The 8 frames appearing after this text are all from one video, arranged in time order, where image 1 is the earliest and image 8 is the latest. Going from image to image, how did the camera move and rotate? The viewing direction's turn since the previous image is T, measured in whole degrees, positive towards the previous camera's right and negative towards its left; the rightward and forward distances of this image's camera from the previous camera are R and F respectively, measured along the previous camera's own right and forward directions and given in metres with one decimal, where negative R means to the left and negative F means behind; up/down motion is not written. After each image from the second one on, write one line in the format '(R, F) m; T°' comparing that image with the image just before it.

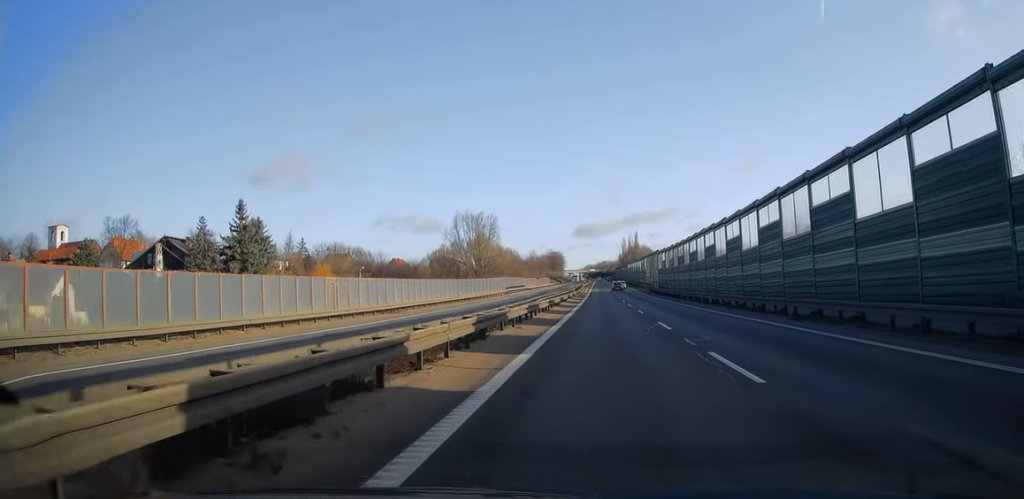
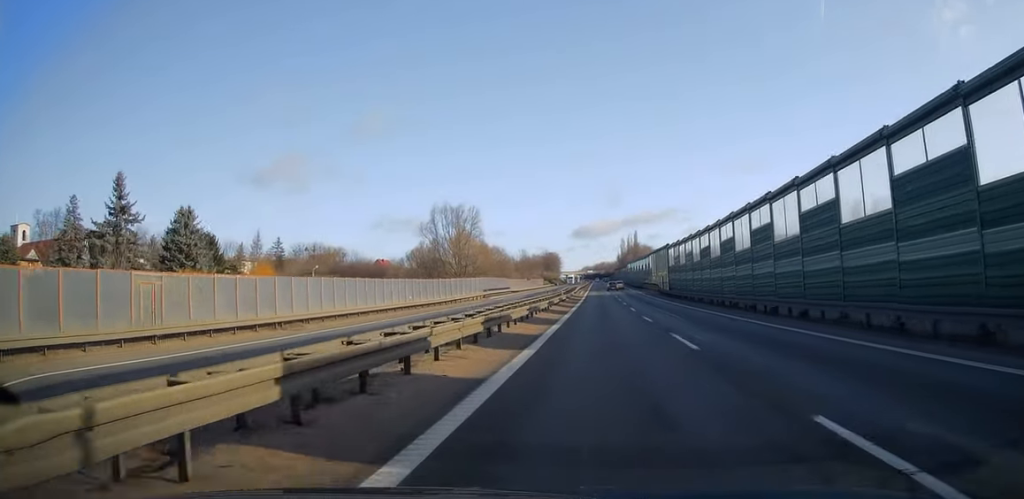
(+0.1, +18.6) m; 0°
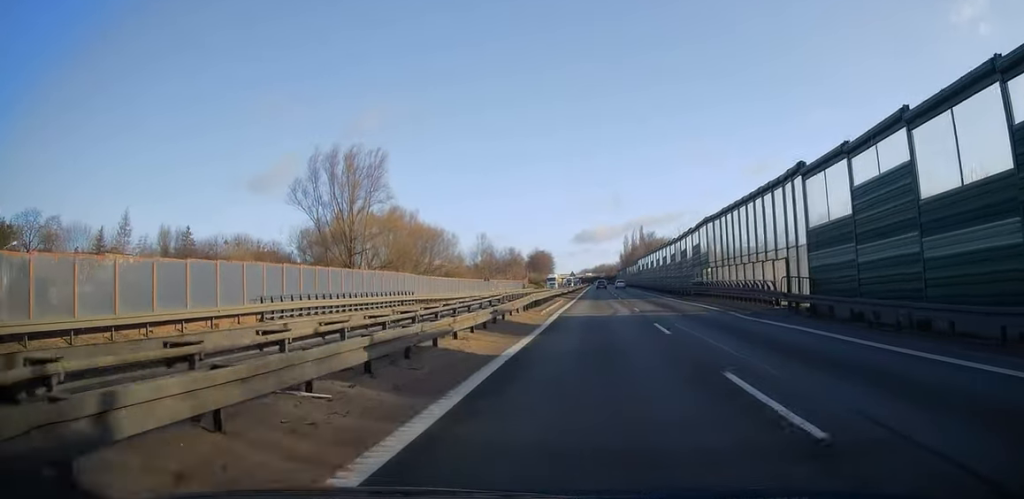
(+0.1, +57.1) m; 0°
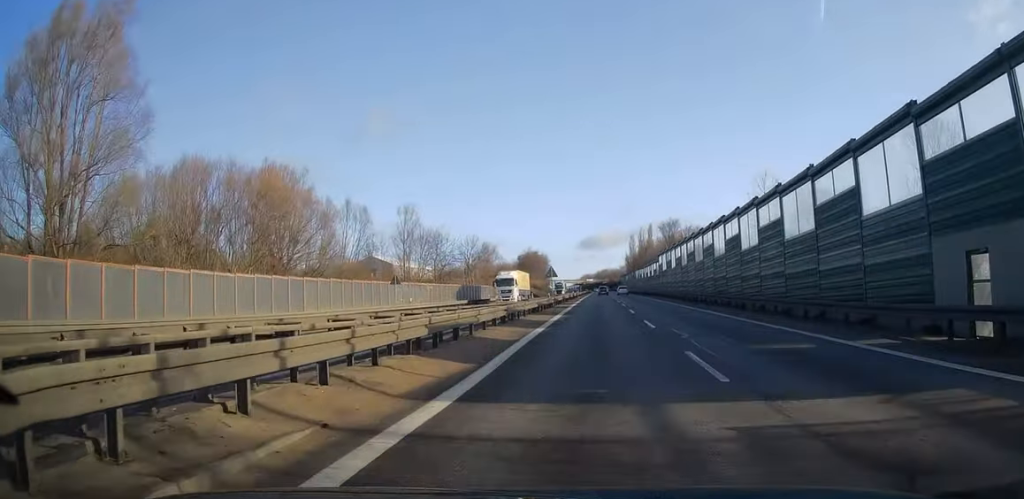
(0.0, +44.6) m; 0°
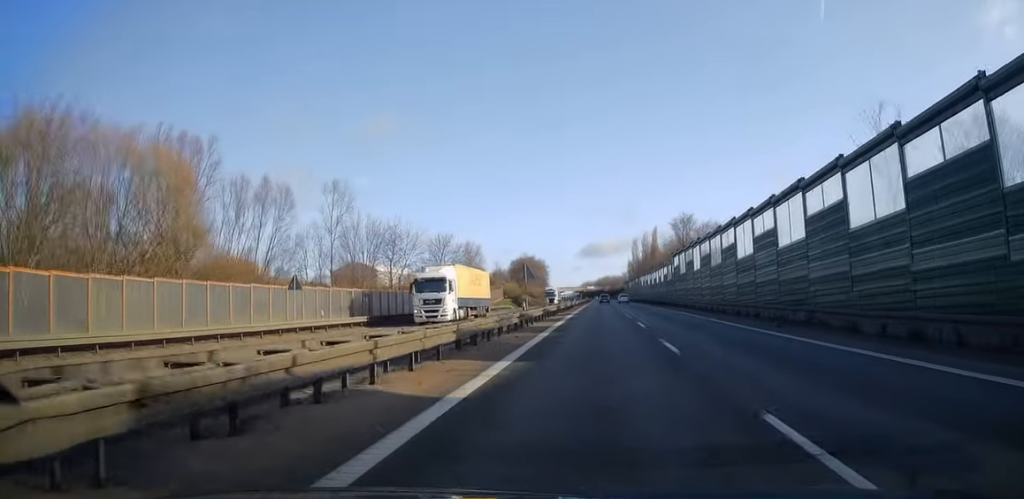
(0.0, +18.5) m; 0°
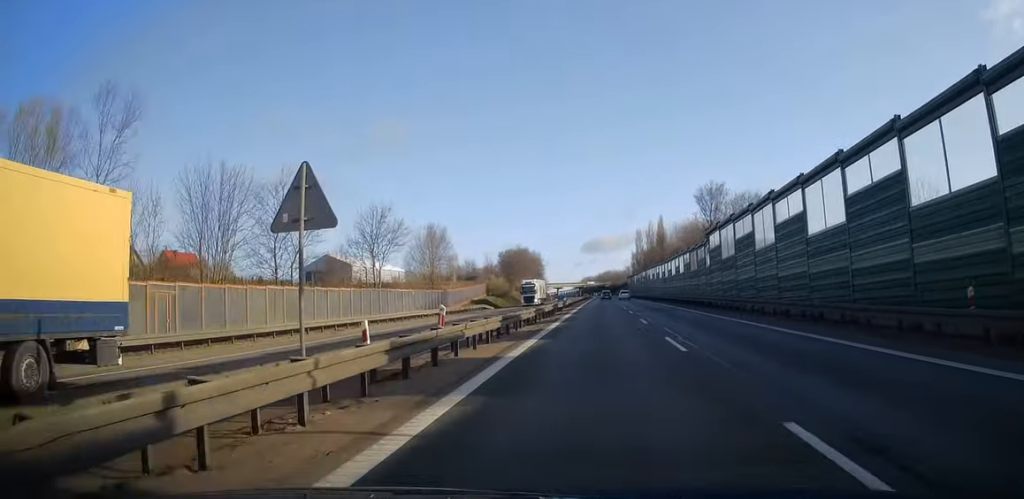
(-0.1, +24.9) m; 0°
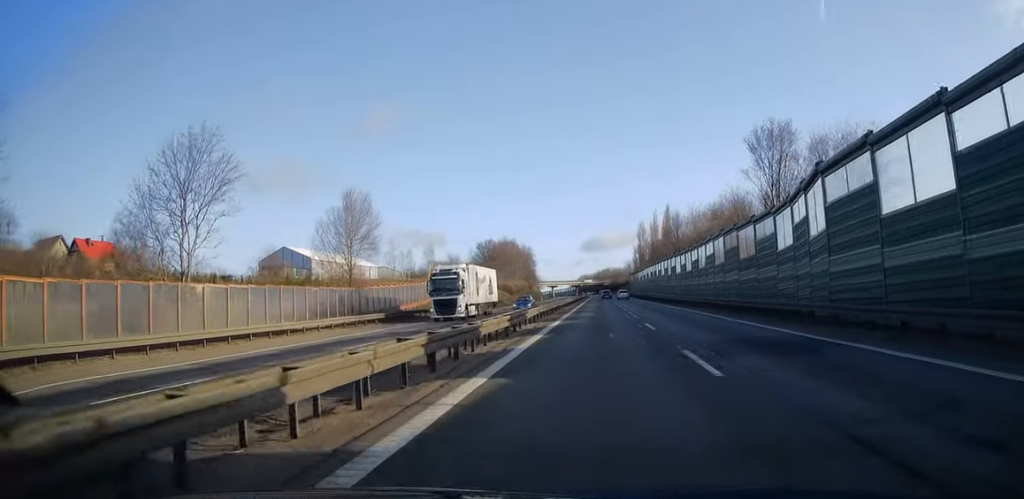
(-0.1, +28.2) m; 0°
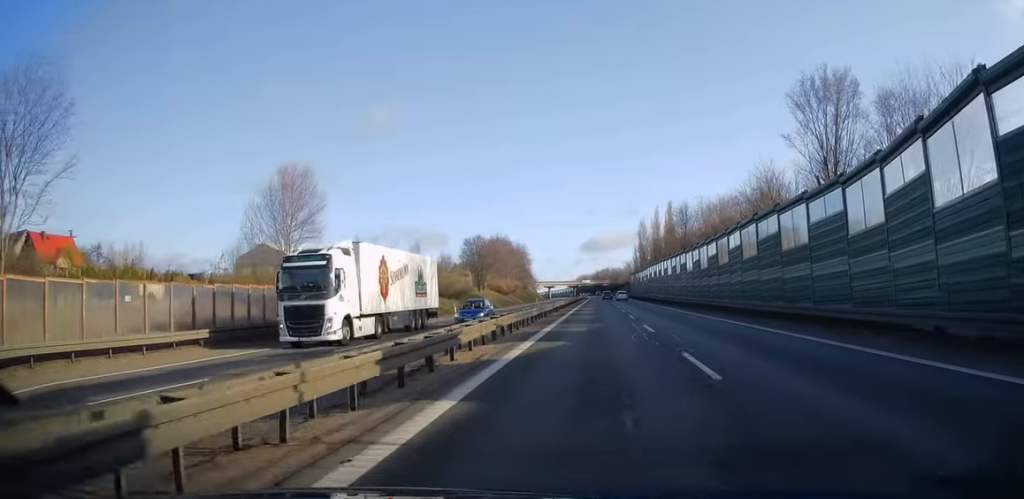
(+0.1, +12.1) m; 0°
